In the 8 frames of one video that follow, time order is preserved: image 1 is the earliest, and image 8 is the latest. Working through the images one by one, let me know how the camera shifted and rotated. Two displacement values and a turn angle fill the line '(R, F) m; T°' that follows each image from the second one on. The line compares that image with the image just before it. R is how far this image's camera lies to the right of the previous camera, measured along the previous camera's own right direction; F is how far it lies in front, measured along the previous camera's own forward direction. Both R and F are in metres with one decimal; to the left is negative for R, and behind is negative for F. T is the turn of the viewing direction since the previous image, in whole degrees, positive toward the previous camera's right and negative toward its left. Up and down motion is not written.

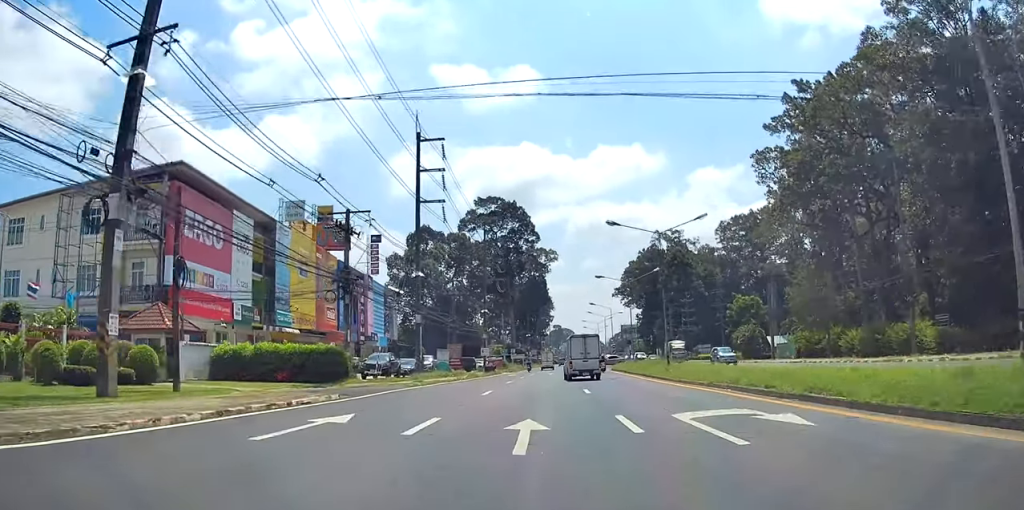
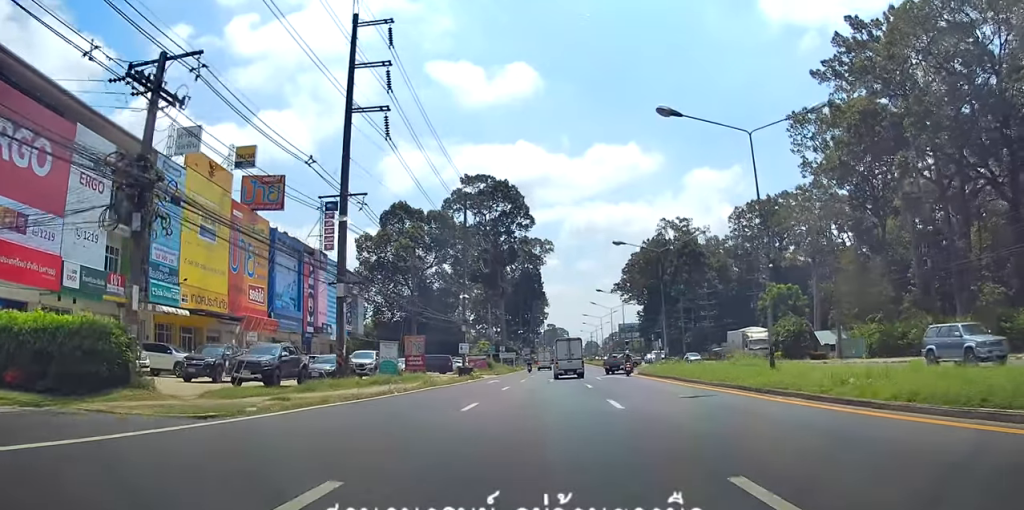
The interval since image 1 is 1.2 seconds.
(0.0, +18.9) m; +1°
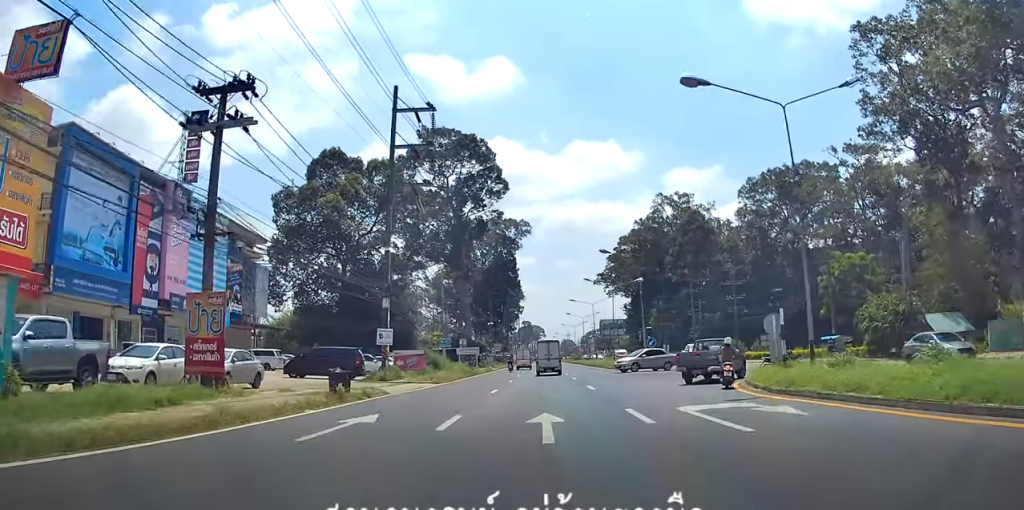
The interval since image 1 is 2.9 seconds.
(+1.0, +28.3) m; +4°
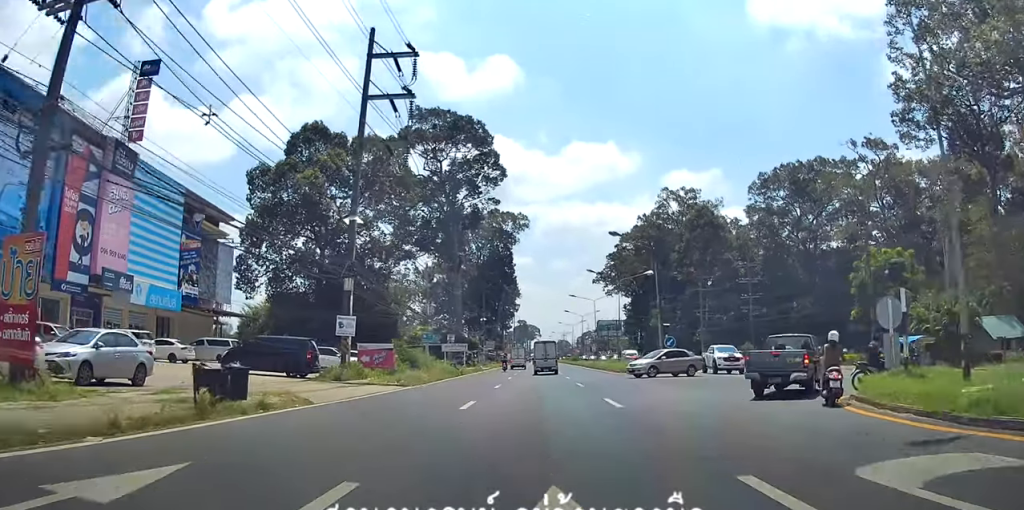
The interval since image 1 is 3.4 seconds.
(+0.1, +8.1) m; 0°
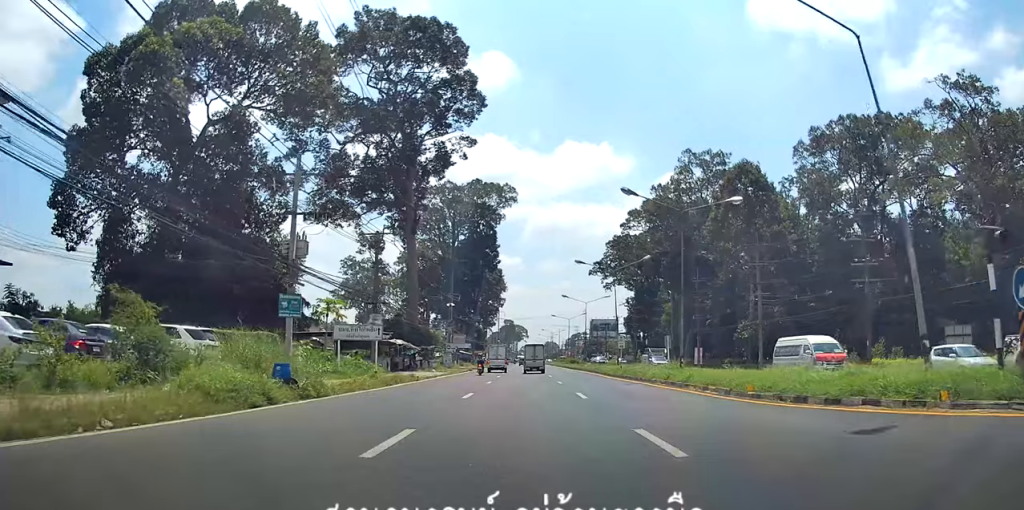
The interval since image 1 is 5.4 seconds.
(-0.2, +32.4) m; +1°
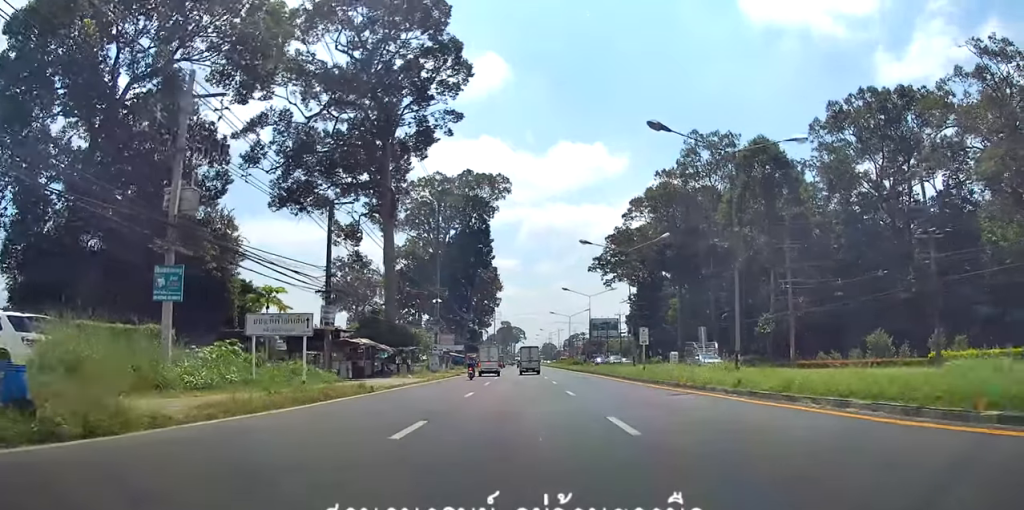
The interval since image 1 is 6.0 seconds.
(+0.3, +10.2) m; 0°
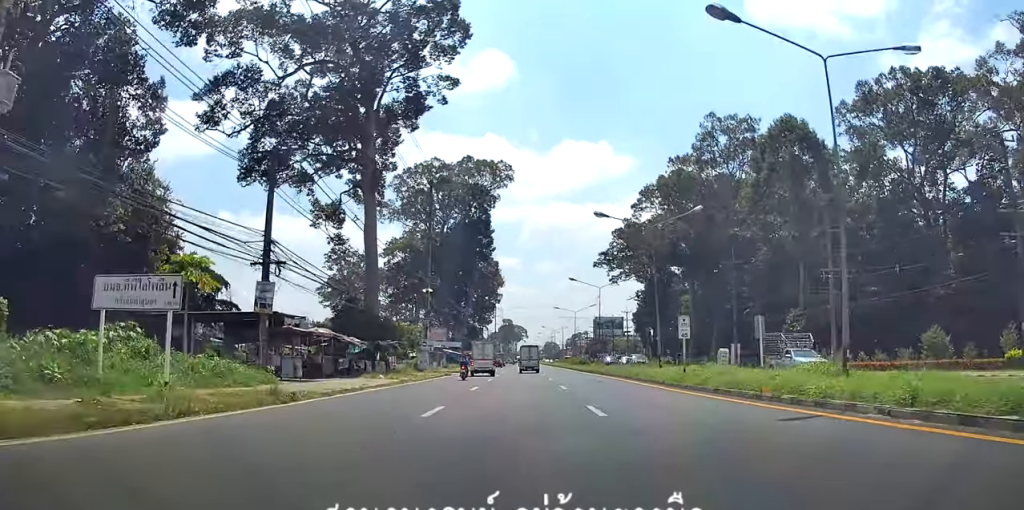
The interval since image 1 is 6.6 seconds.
(0.0, +8.5) m; 0°
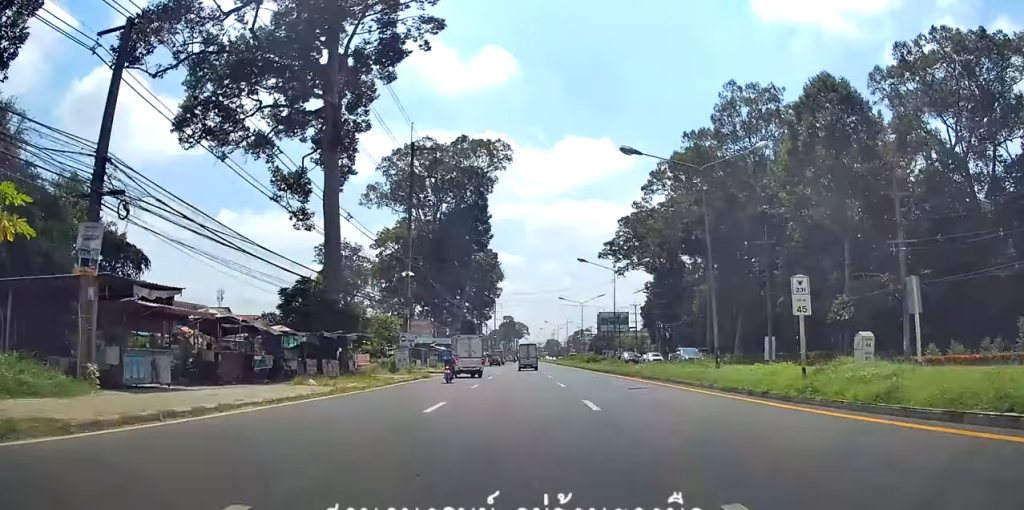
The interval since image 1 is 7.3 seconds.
(-0.2, +11.4) m; 0°
